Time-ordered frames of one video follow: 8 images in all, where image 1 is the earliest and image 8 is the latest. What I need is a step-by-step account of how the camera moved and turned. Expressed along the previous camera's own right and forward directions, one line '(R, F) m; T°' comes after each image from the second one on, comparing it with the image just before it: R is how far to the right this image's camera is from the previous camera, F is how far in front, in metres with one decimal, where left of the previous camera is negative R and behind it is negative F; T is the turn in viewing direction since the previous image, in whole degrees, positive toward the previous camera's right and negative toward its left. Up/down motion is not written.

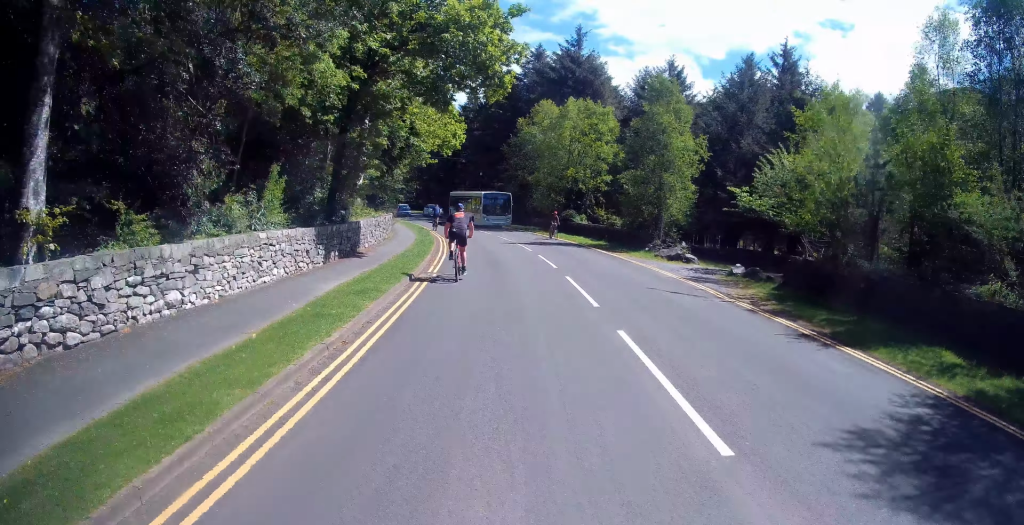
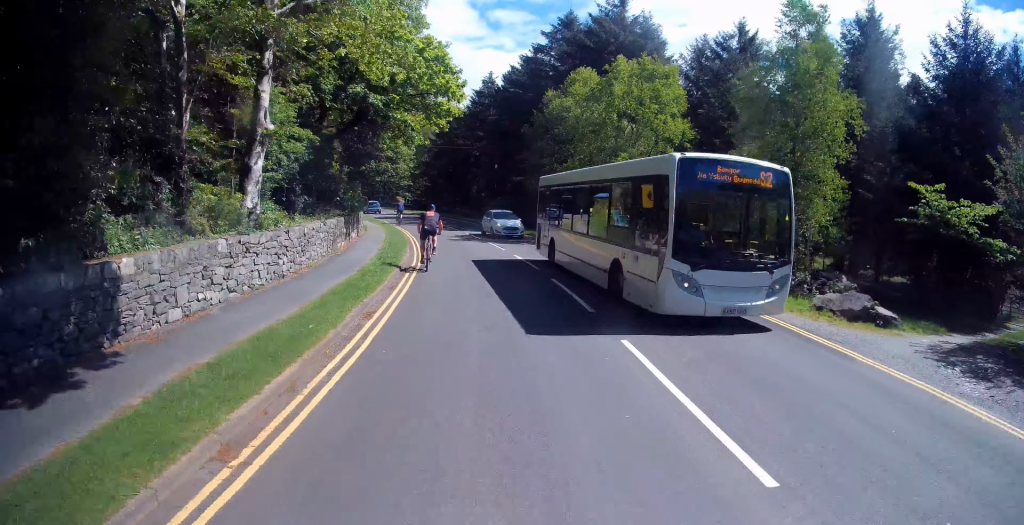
(-1.2, +12.2) m; +1°
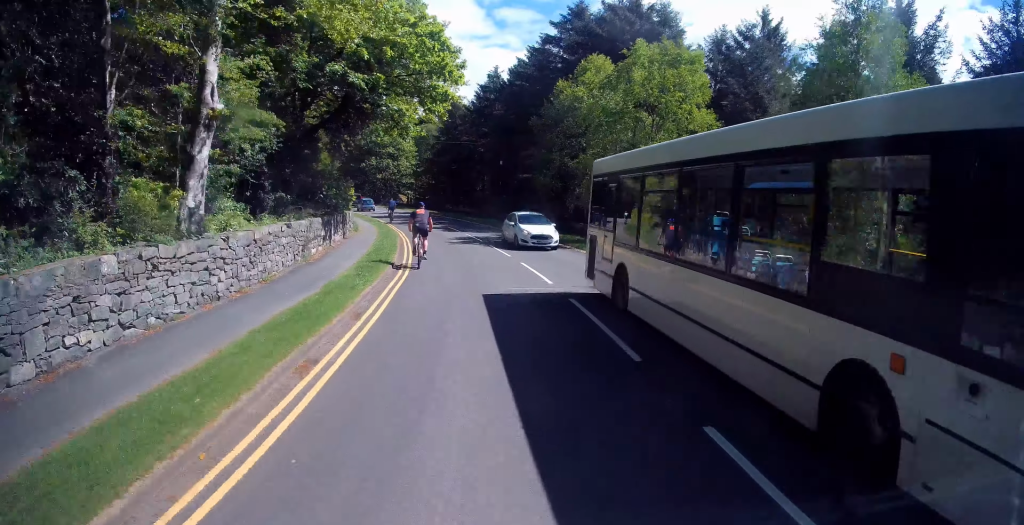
(+0.3, +2.8) m; -1°
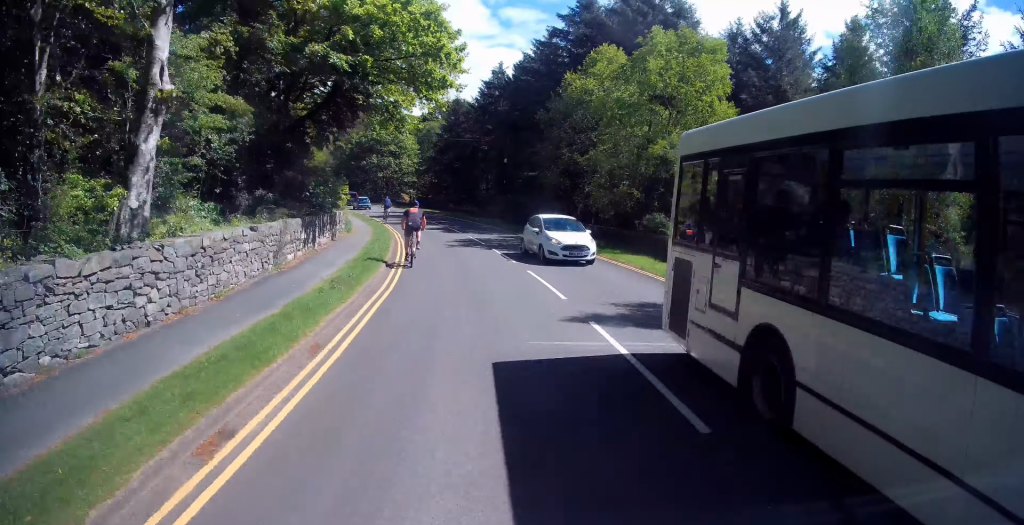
(+0.2, +1.9) m; -1°
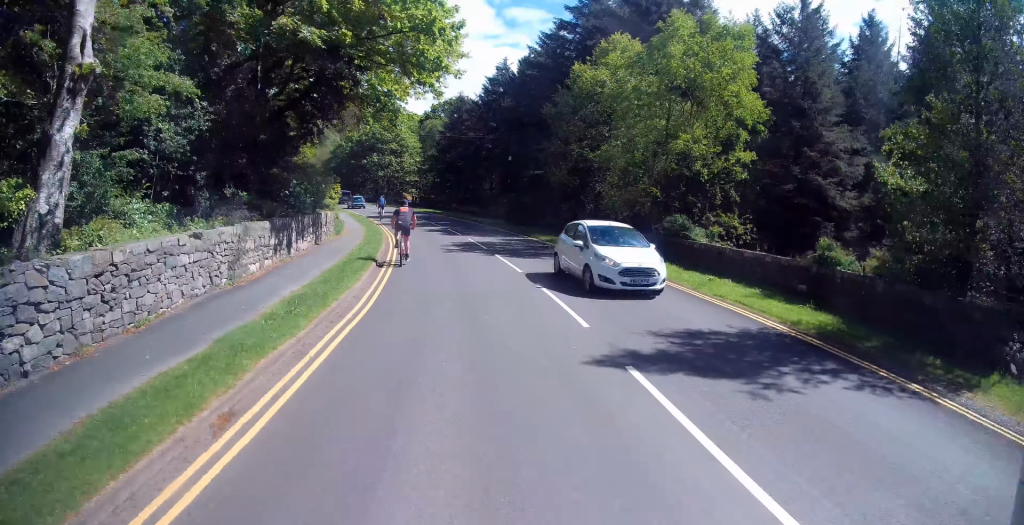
(-0.2, +2.3) m; -1°
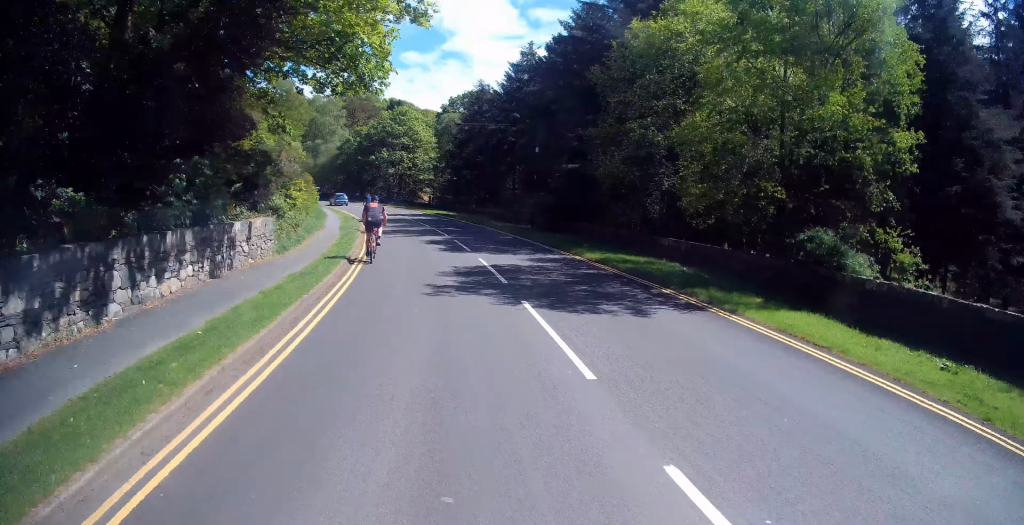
(-0.1, +8.4) m; -1°
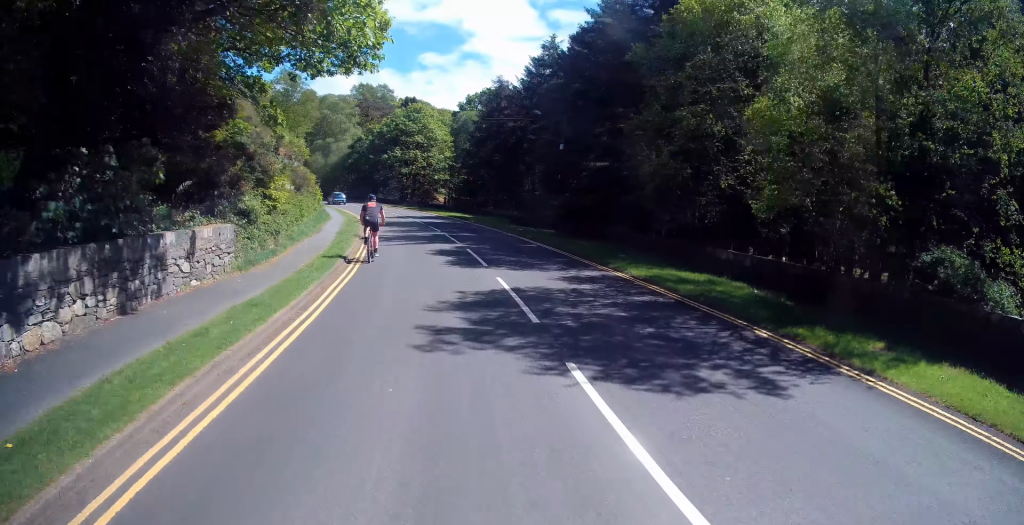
(-0.3, +3.7) m; -4°
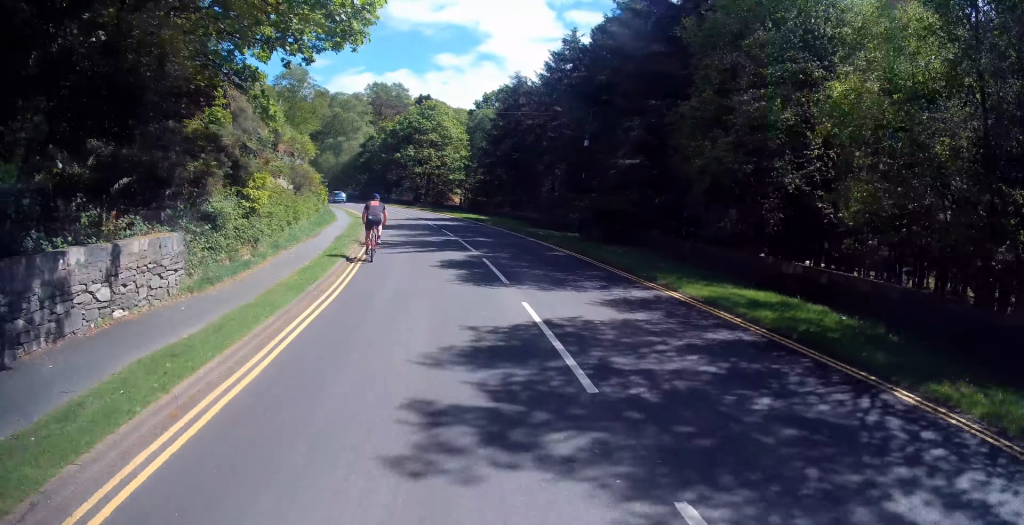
(-0.1, +3.0) m; -3°
